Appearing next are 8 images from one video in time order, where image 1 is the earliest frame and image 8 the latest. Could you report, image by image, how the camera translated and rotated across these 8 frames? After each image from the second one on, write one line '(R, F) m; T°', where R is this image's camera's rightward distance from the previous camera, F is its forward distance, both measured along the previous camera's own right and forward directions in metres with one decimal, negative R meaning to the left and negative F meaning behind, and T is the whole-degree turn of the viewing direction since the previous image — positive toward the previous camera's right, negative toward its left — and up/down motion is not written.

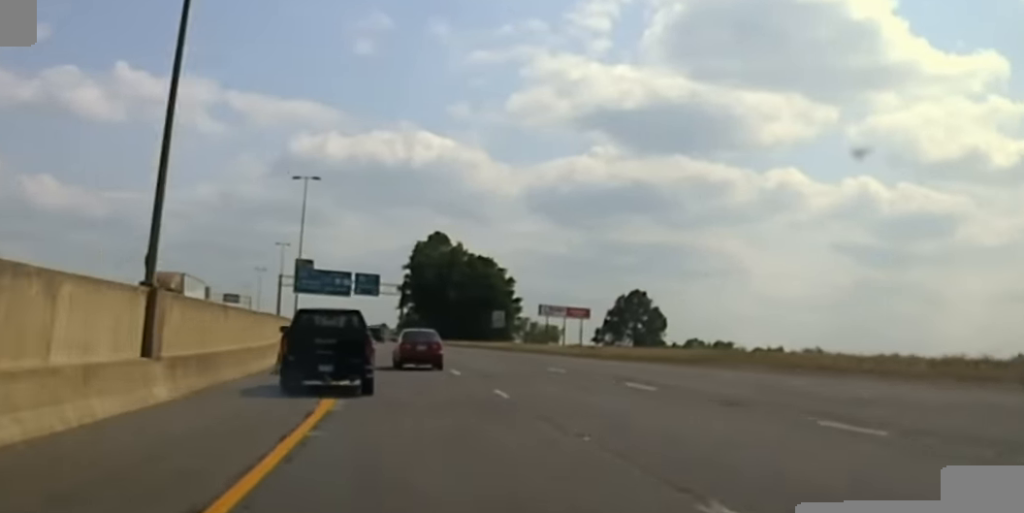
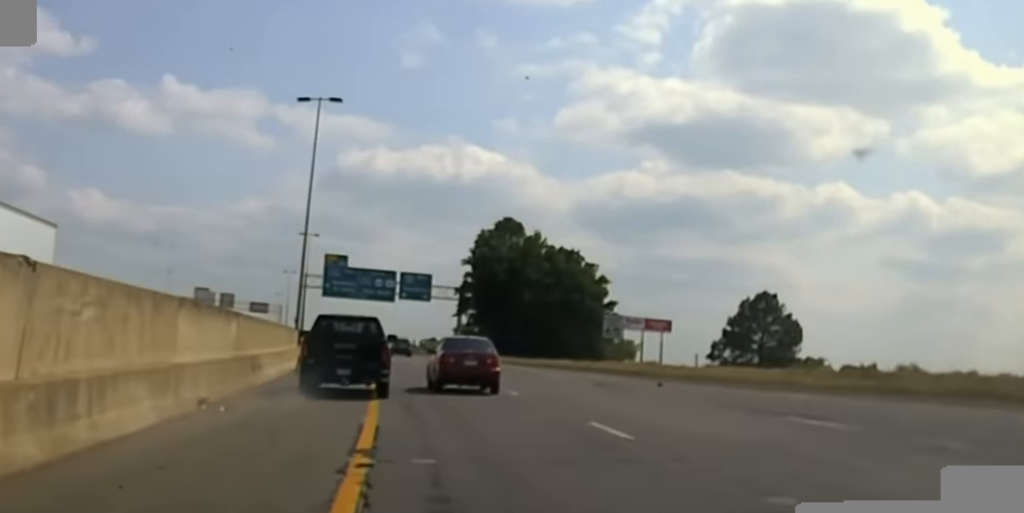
(-1.4, +36.4) m; -2°
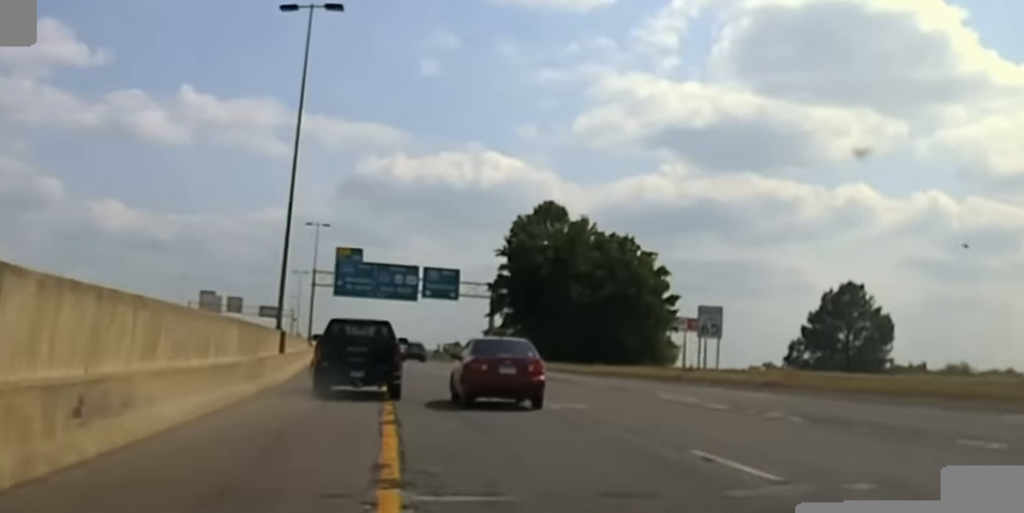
(-0.2, +20.2) m; -1°
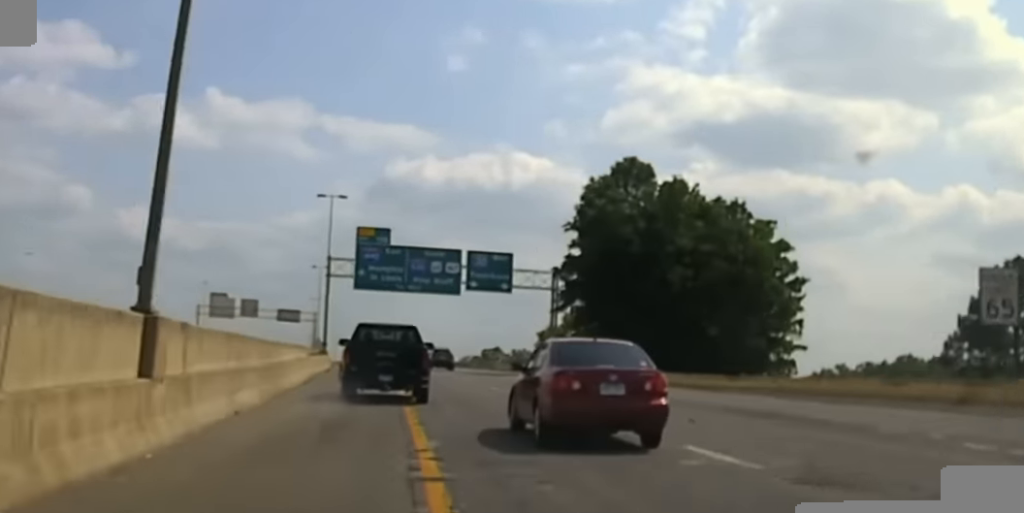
(-0.1, +21.8) m; -1°
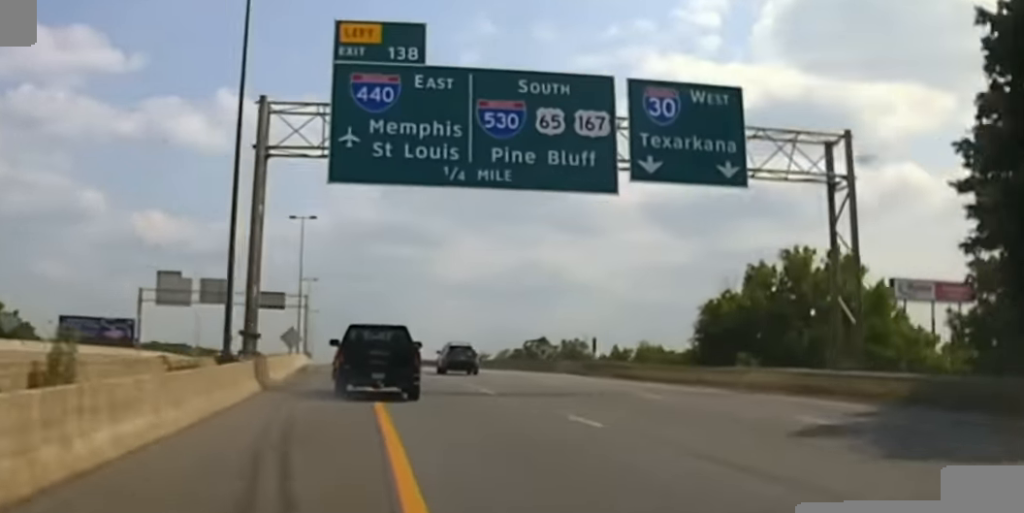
(-0.6, +53.8) m; -1°
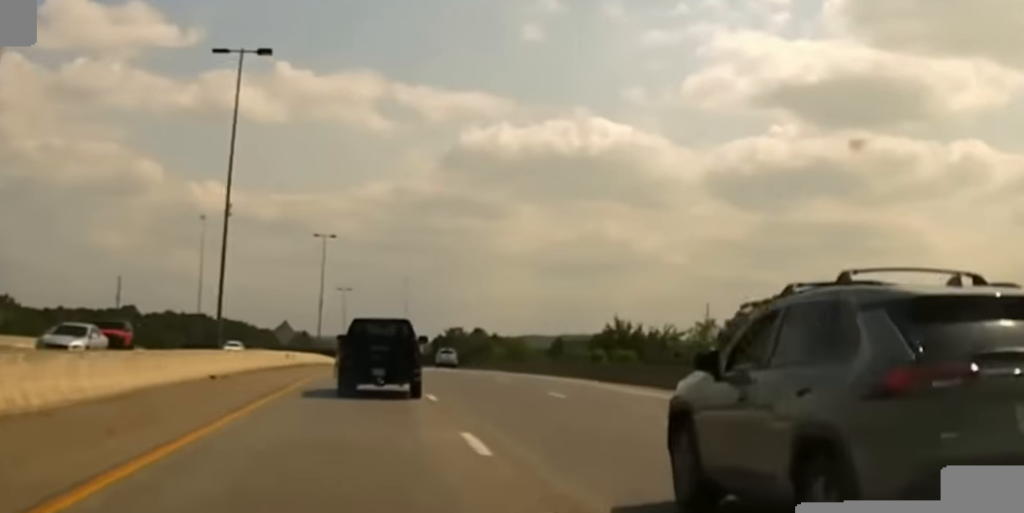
(-3.2, +115.3) m; -2°
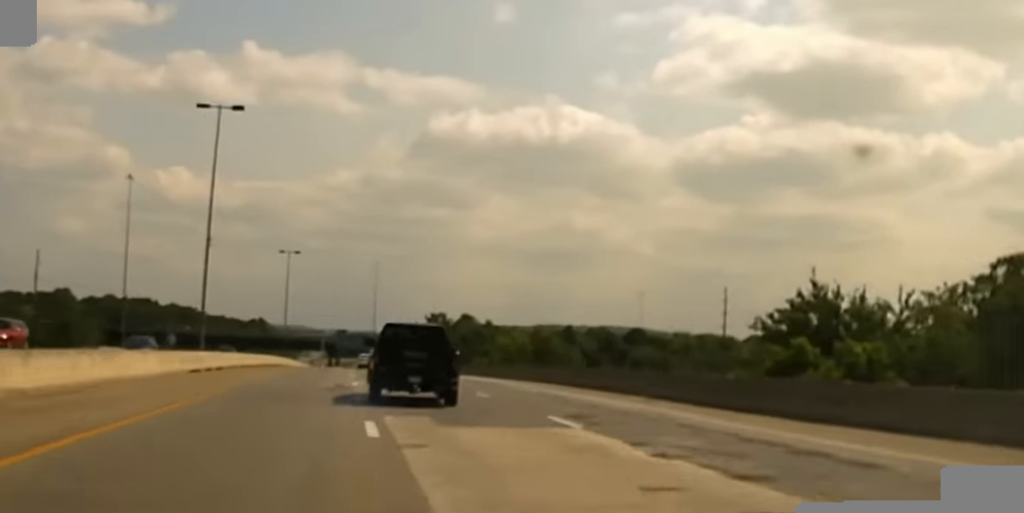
(+0.8, +59.1) m; +1°
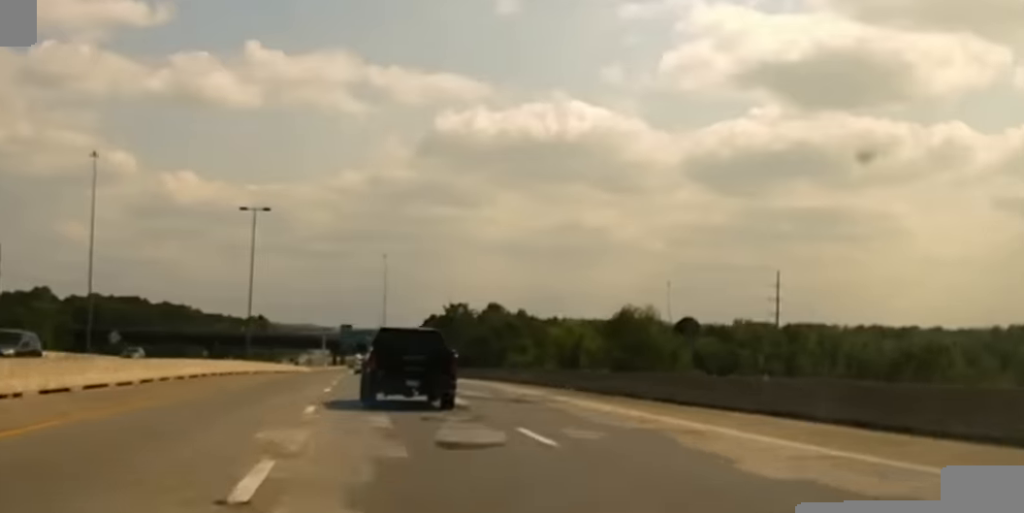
(-0.1, +40.6) m; -1°
